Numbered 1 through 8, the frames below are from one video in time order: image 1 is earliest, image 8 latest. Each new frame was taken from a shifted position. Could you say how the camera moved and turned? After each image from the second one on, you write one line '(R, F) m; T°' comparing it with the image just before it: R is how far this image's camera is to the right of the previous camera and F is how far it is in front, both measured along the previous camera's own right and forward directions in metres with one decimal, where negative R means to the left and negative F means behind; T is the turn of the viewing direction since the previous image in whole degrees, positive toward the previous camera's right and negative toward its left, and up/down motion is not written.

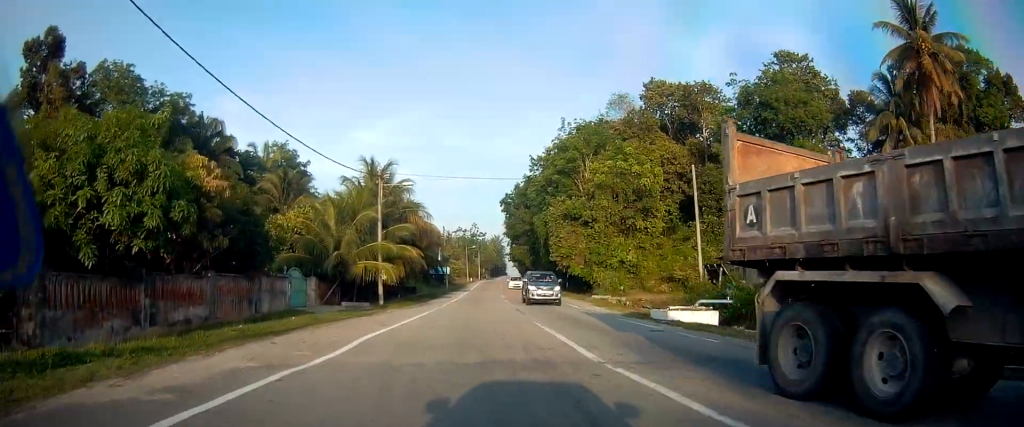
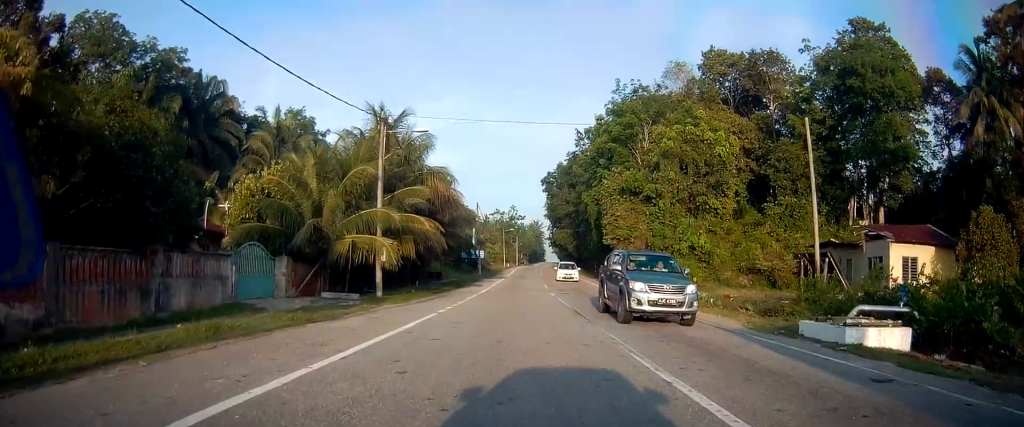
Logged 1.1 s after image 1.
(-0.8, +9.0) m; -5°
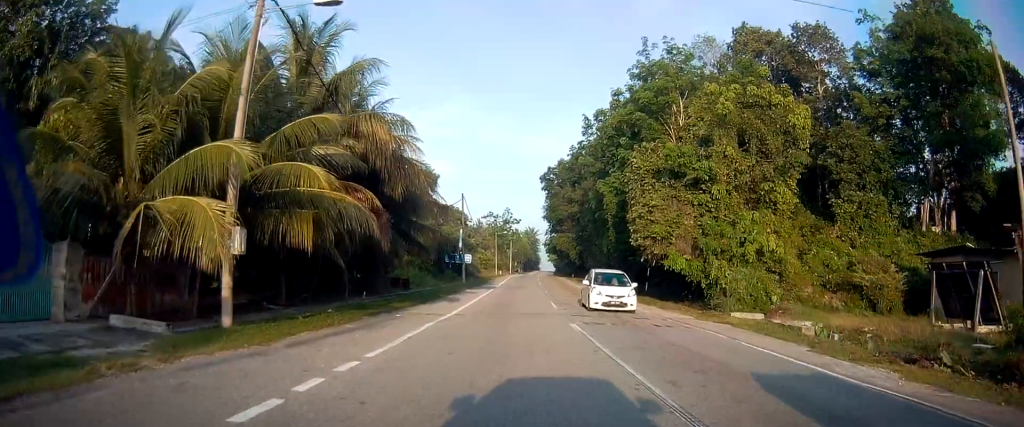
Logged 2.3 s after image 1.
(+0.1, +11.9) m; +2°
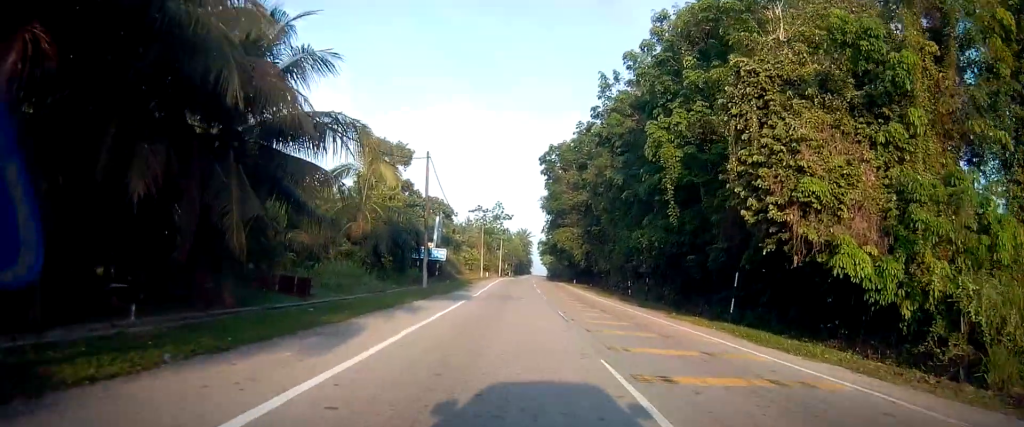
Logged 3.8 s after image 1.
(+0.4, +16.4) m; +3°
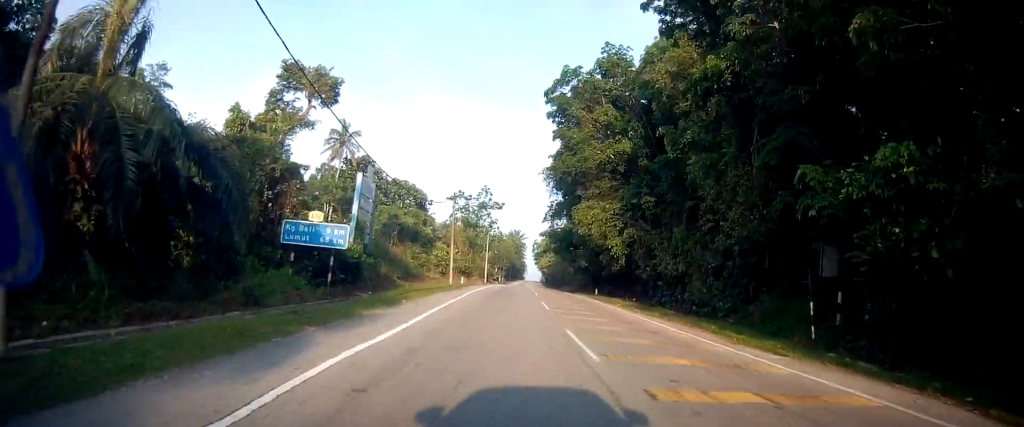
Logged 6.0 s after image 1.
(+0.6, +27.4) m; +2°
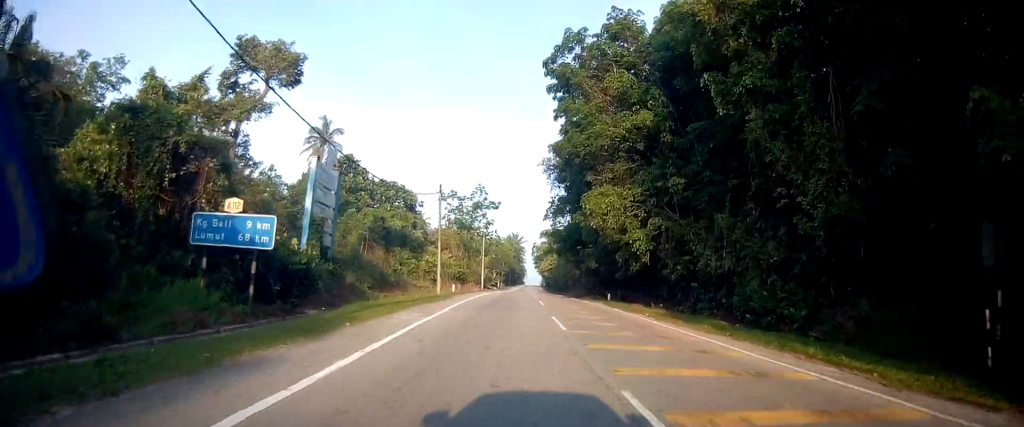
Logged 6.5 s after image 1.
(0.0, +7.0) m; 0°
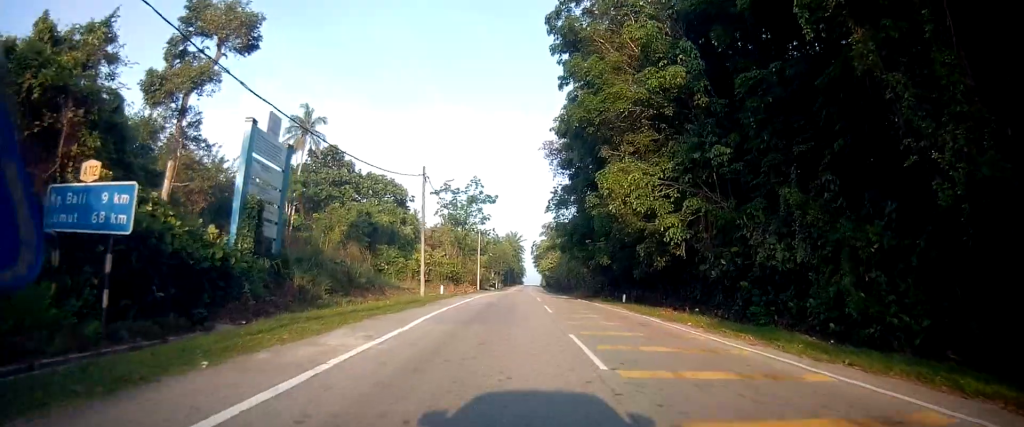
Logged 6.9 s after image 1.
(0.0, +6.3) m; 0°
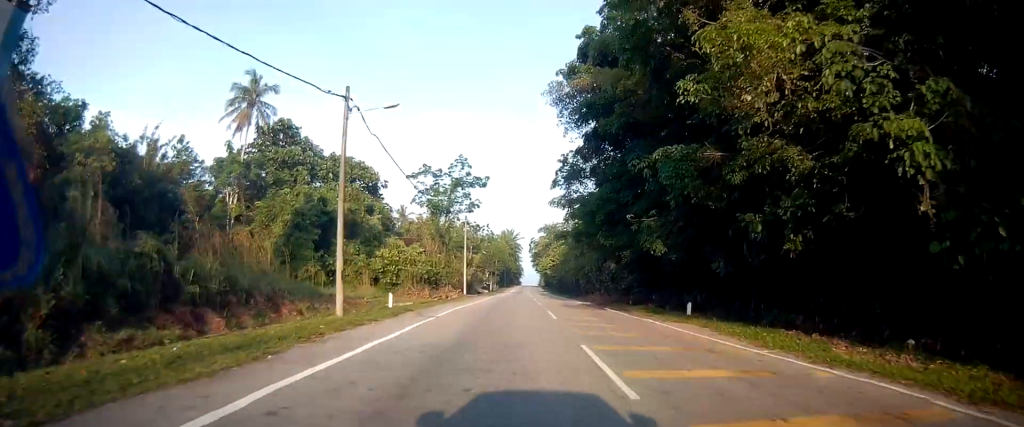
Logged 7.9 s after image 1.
(+0.1, +14.9) m; +1°
